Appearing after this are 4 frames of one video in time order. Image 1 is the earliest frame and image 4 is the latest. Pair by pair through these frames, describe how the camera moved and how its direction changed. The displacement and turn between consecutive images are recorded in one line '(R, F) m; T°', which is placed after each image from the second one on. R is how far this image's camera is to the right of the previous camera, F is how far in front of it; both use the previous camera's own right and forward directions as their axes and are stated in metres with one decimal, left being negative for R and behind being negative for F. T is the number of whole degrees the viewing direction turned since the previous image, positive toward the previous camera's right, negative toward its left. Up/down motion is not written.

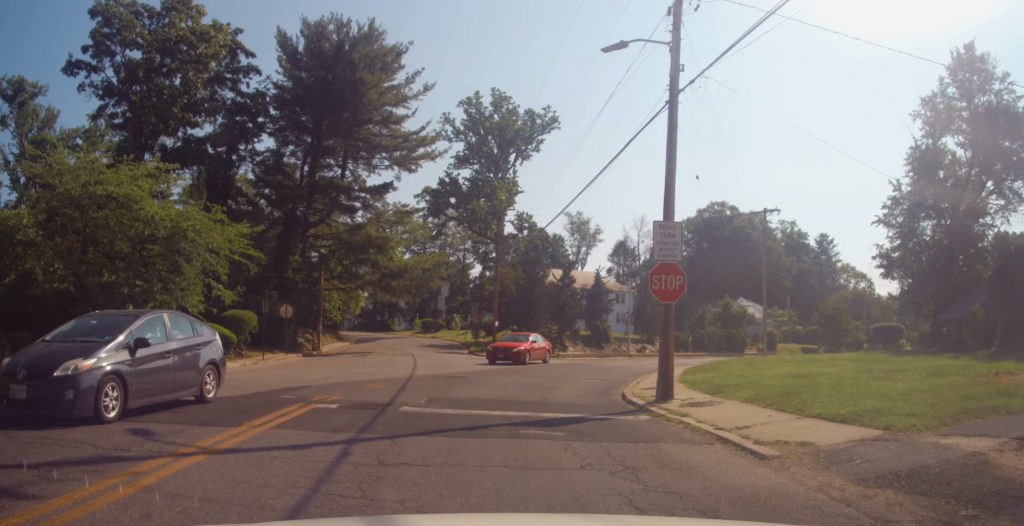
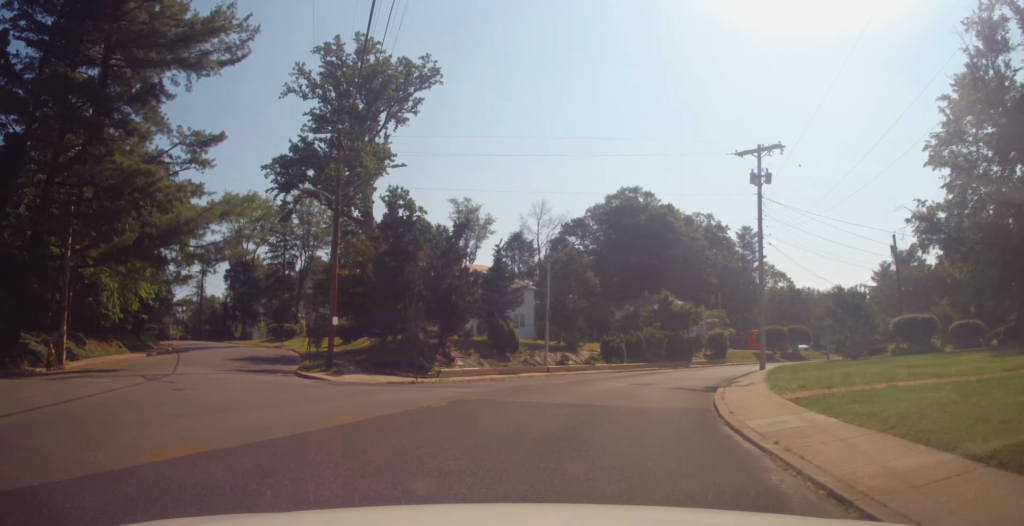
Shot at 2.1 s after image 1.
(+1.7, +20.2) m; +14°
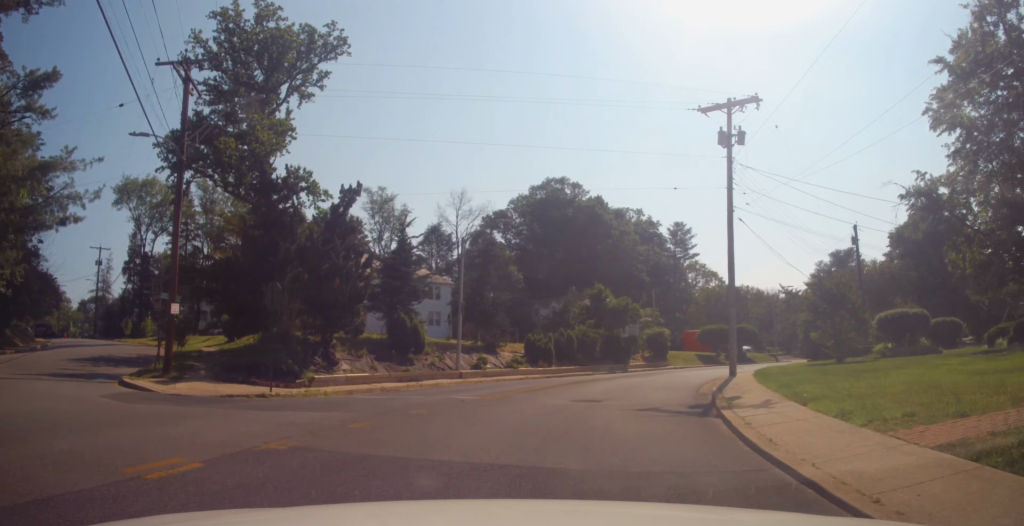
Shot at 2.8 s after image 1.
(+0.4, +7.2) m; +8°
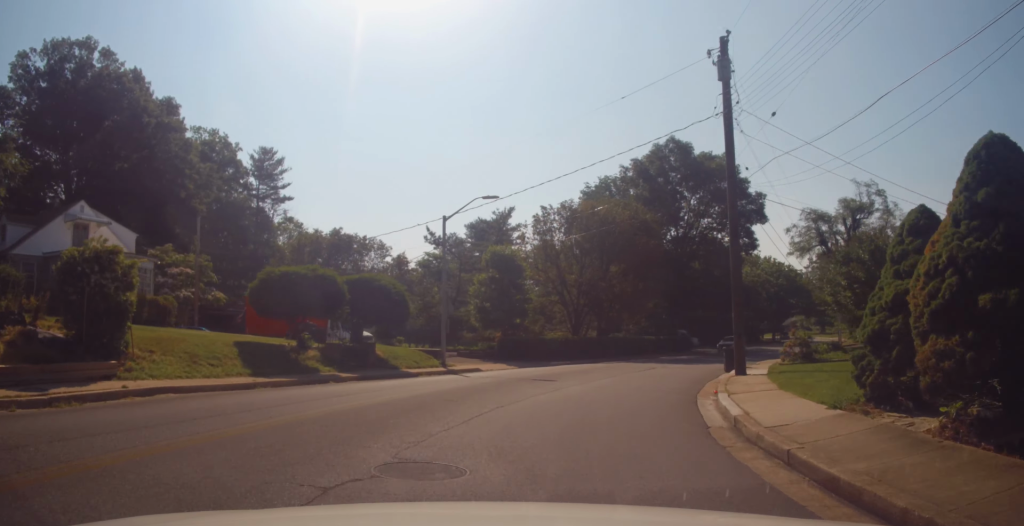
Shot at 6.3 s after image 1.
(+10.4, +38.1) m; +32°
